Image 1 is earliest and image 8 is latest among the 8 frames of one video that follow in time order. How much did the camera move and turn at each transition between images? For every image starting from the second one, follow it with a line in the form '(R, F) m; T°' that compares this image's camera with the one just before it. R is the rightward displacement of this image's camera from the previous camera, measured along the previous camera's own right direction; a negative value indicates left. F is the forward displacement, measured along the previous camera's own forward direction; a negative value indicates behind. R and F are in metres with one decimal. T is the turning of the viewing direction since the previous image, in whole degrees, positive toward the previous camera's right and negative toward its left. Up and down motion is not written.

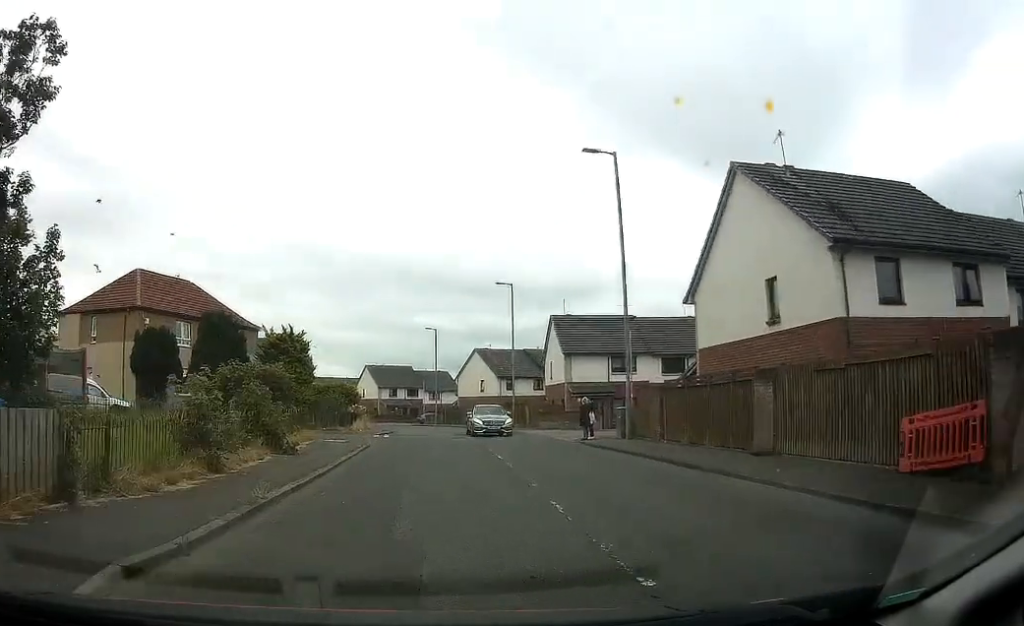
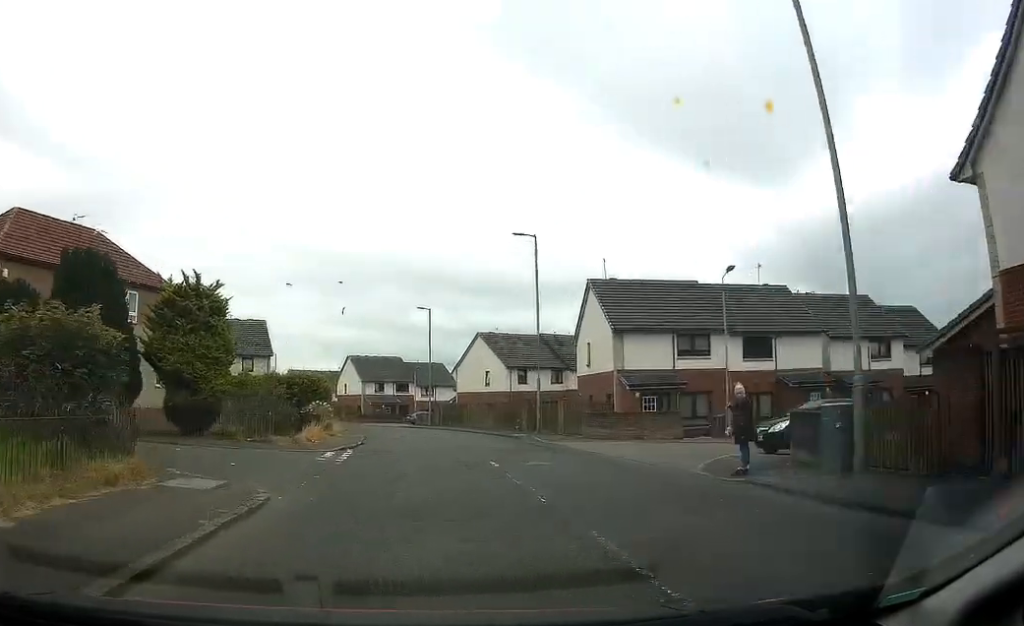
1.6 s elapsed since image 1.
(+0.1, +13.8) m; 0°
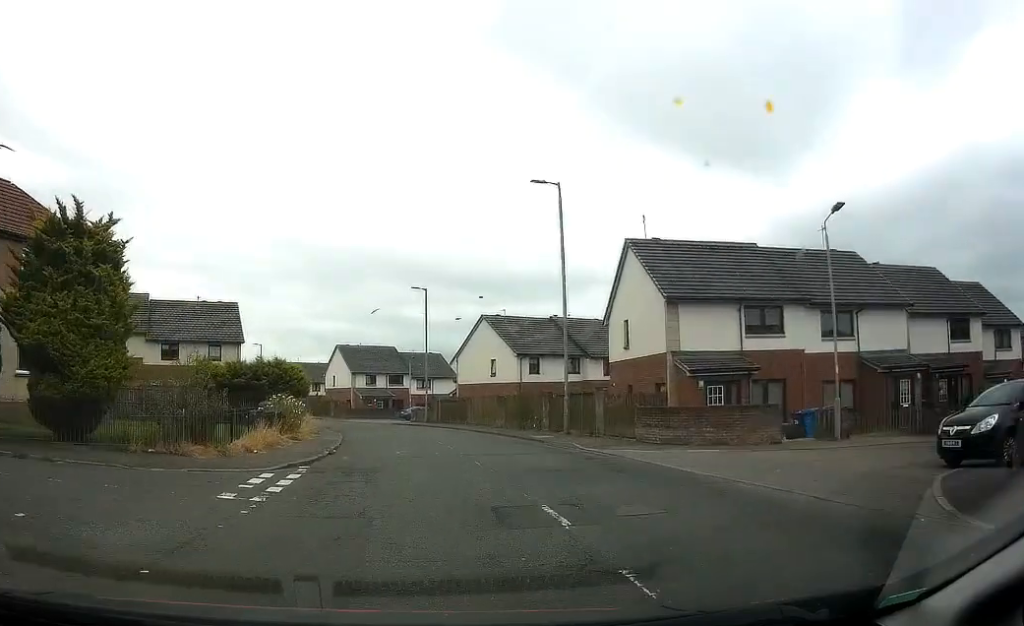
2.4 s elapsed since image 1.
(-0.3, +7.7) m; +2°
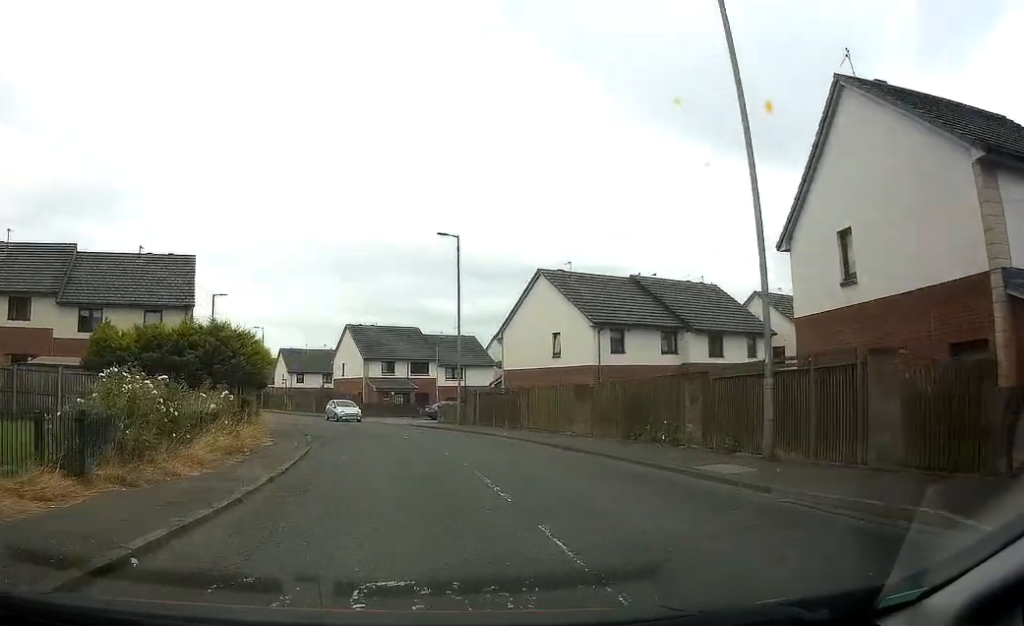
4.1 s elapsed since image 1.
(+0.7, +15.6) m; 0°
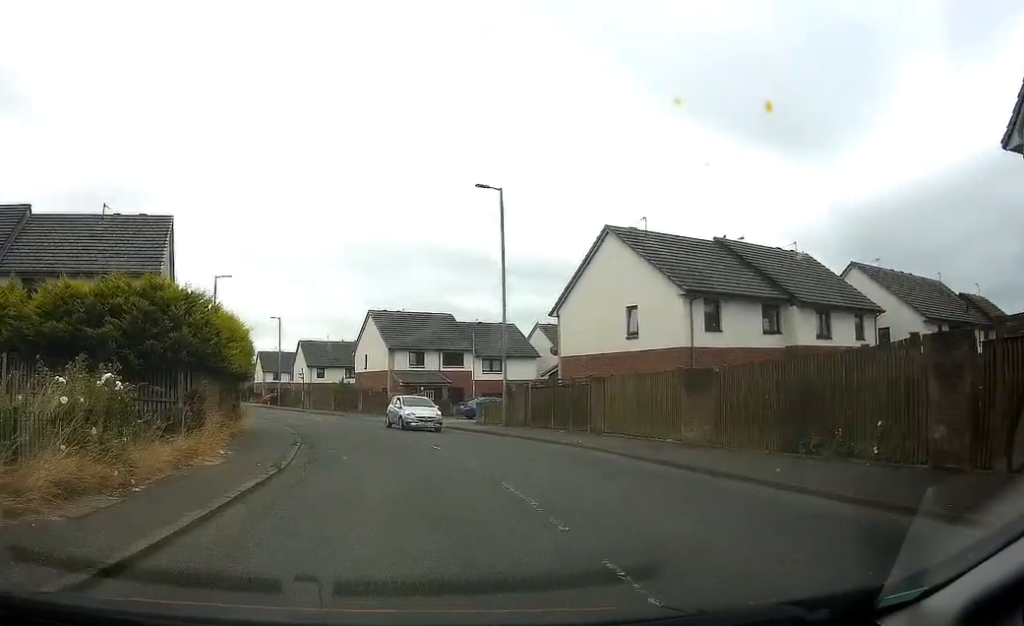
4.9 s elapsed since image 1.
(-0.1, +8.3) m; -2°
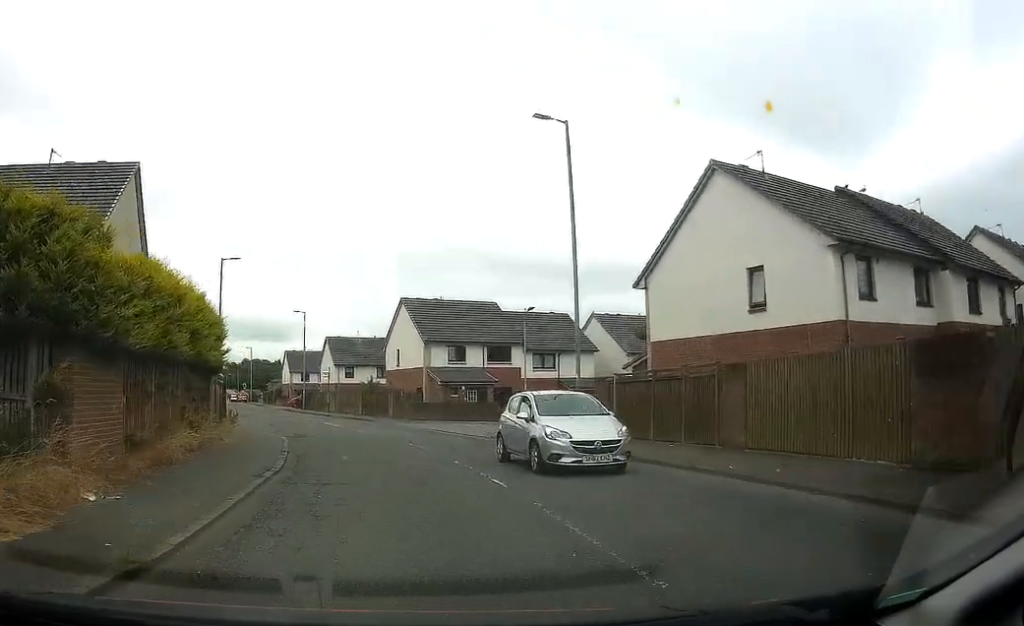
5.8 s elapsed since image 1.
(-0.2, +7.8) m; -4°
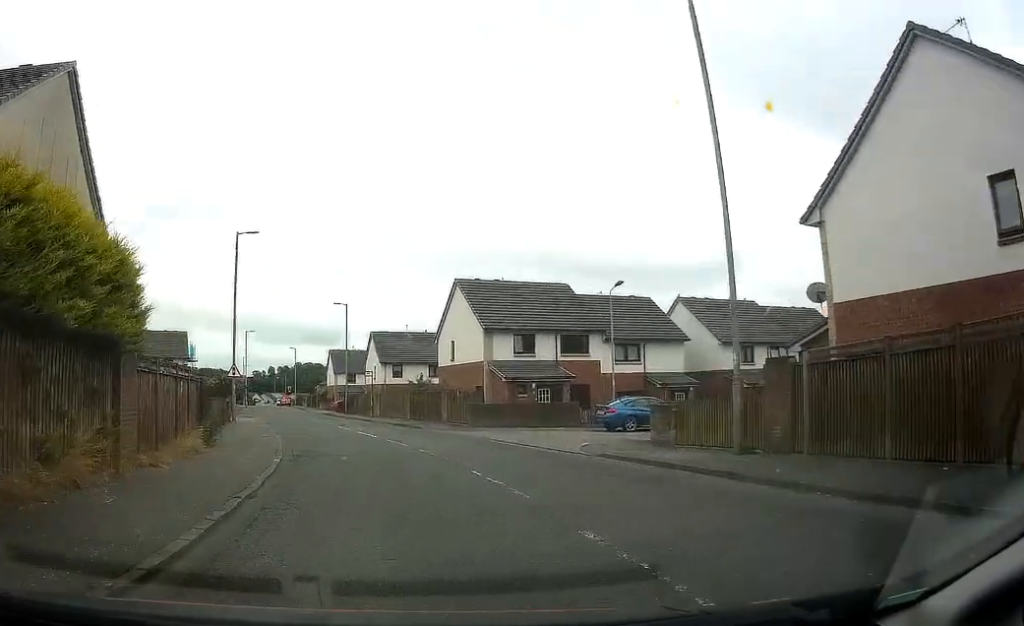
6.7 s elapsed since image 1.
(-0.3, +8.0) m; -5°
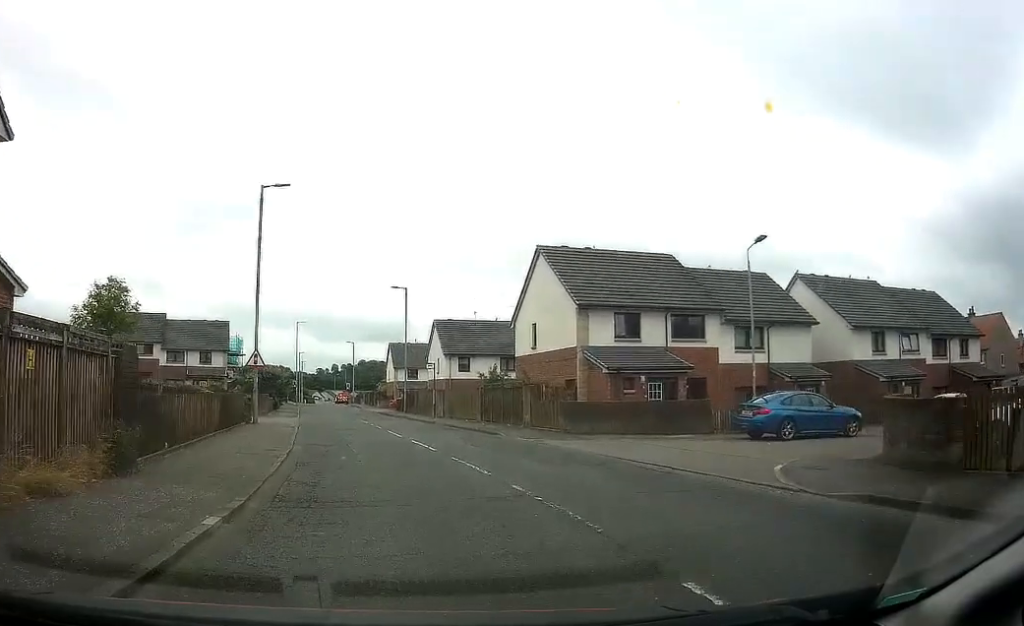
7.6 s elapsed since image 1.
(-0.4, +8.4) m; -5°
